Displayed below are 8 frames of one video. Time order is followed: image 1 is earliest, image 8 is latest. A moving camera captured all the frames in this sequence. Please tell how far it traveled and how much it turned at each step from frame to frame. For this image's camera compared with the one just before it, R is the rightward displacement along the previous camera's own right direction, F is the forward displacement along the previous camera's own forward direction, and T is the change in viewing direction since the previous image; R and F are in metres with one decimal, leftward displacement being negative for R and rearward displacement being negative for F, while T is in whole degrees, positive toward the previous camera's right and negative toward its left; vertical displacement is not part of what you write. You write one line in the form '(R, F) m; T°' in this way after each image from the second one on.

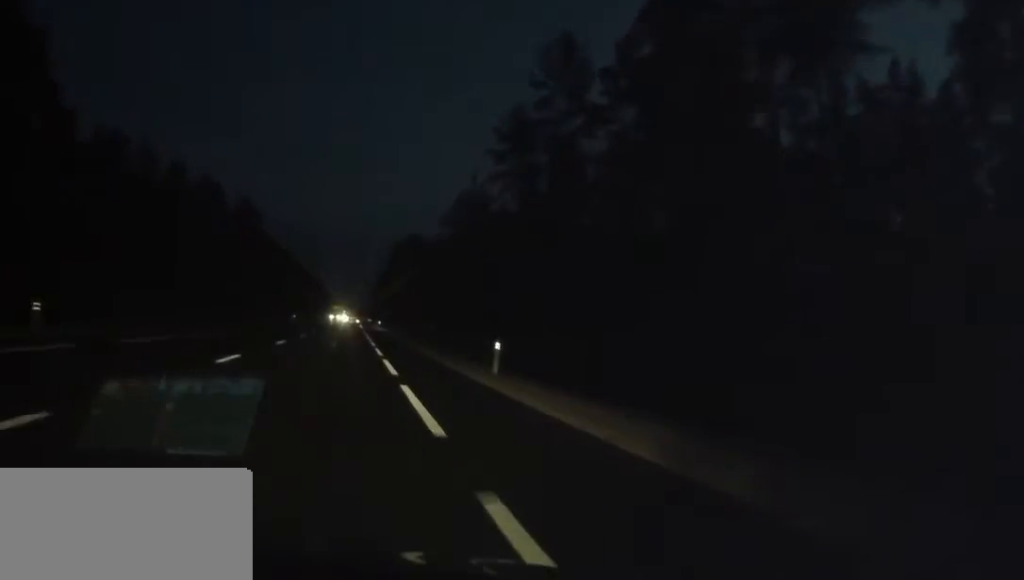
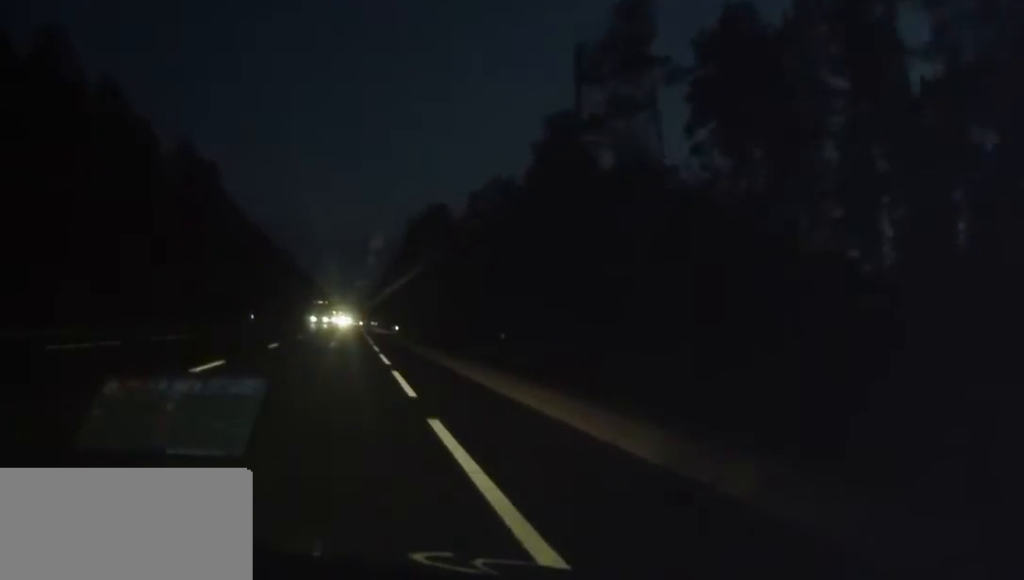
(+0.2, +50.6) m; +1°
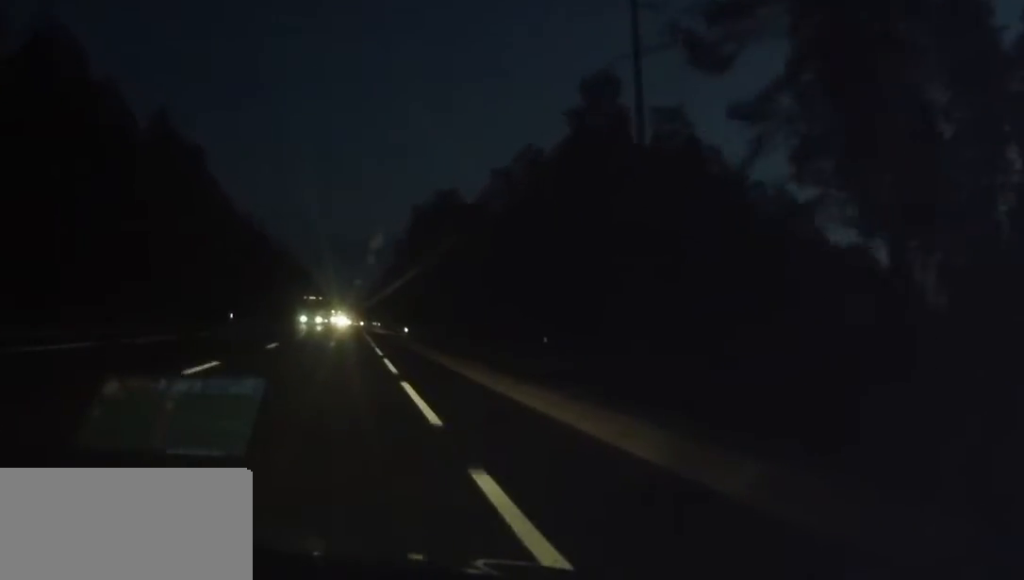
(0.0, +12.6) m; 0°
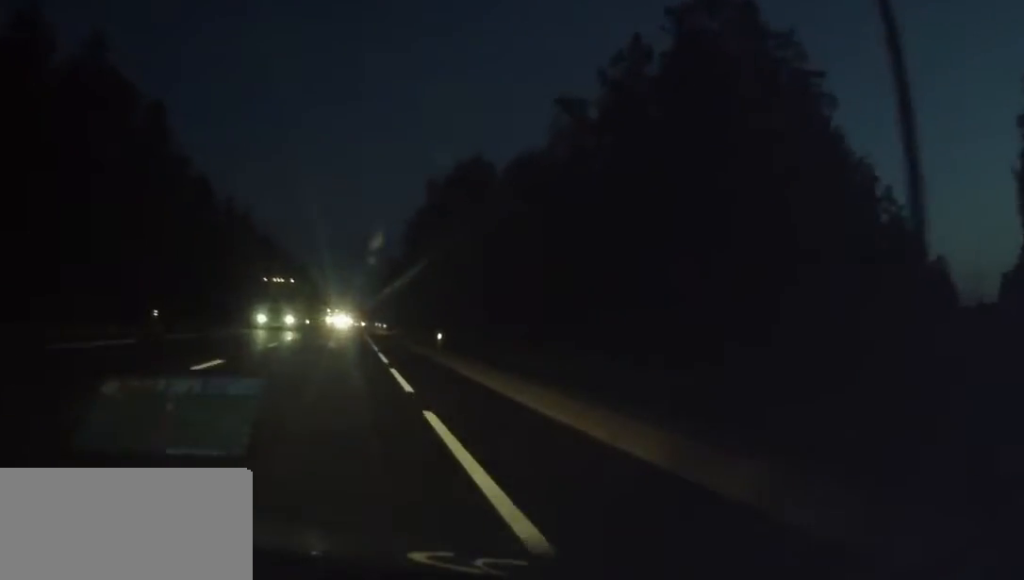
(0.0, +23.4) m; 0°
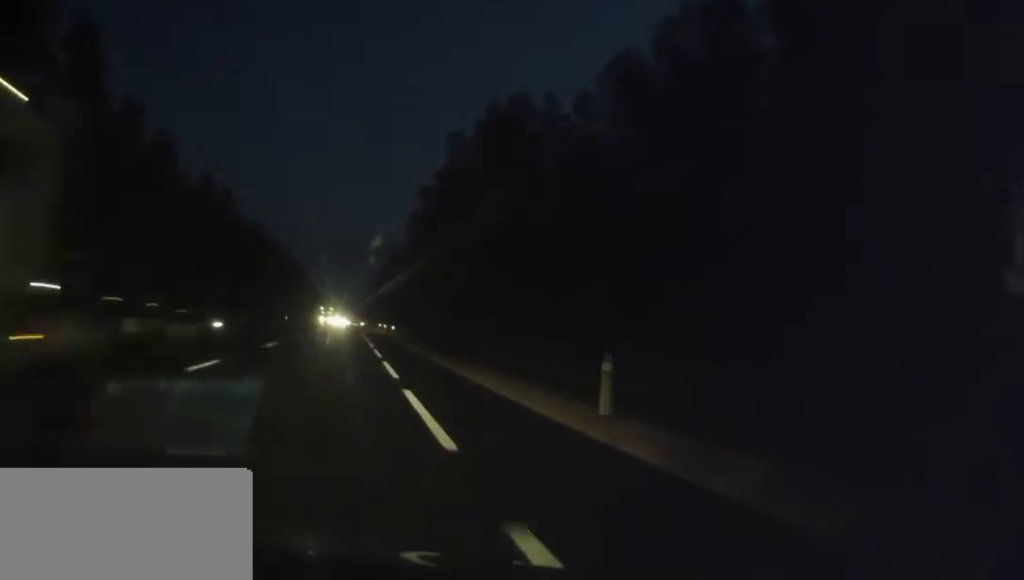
(0.0, +24.4) m; 0°
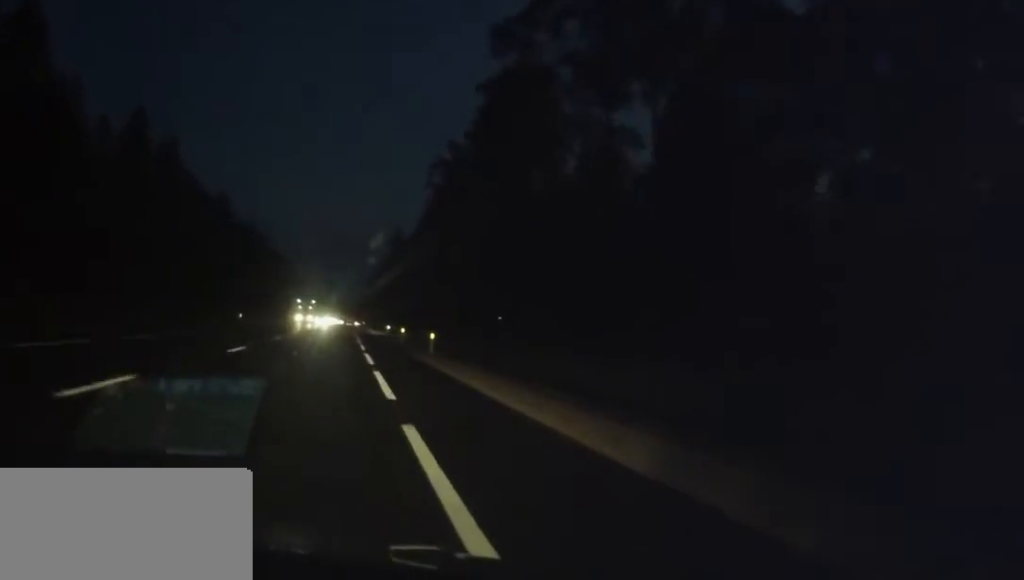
(-0.1, +41.4) m; 0°
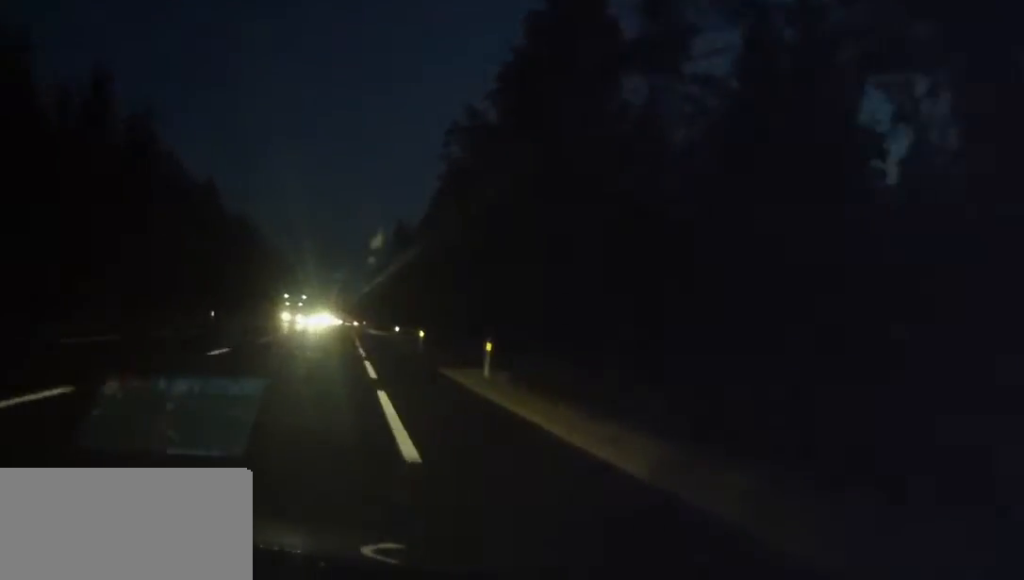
(0.0, +14.2) m; 0°
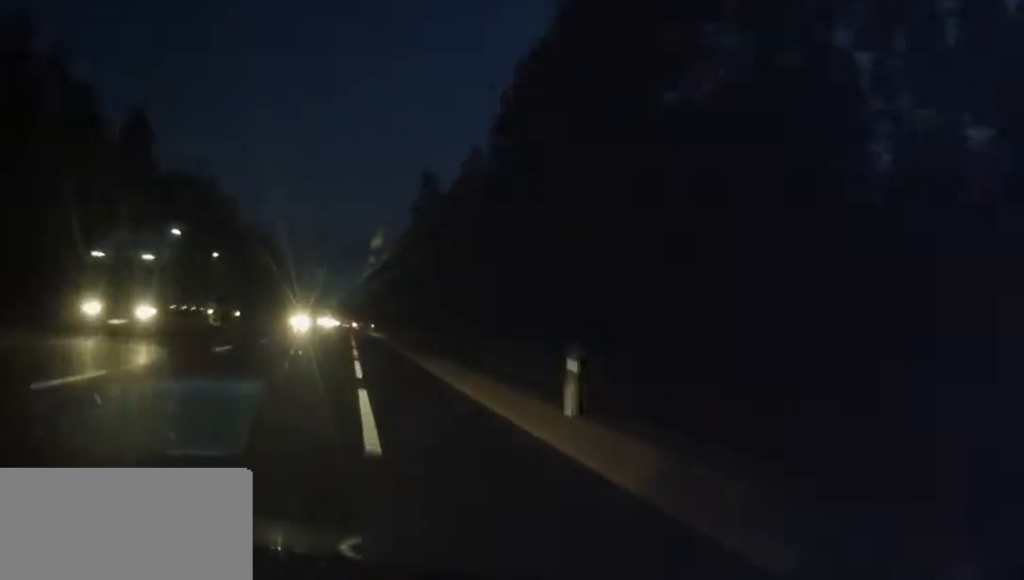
(0.0, +45.0) m; 0°
